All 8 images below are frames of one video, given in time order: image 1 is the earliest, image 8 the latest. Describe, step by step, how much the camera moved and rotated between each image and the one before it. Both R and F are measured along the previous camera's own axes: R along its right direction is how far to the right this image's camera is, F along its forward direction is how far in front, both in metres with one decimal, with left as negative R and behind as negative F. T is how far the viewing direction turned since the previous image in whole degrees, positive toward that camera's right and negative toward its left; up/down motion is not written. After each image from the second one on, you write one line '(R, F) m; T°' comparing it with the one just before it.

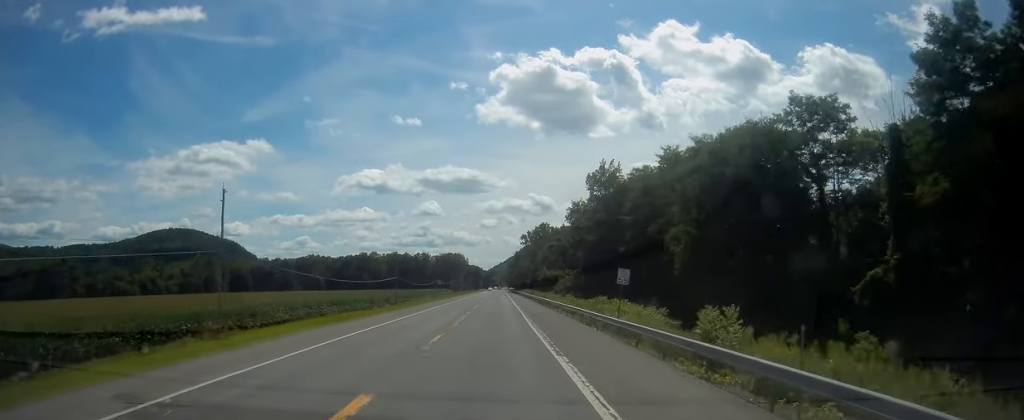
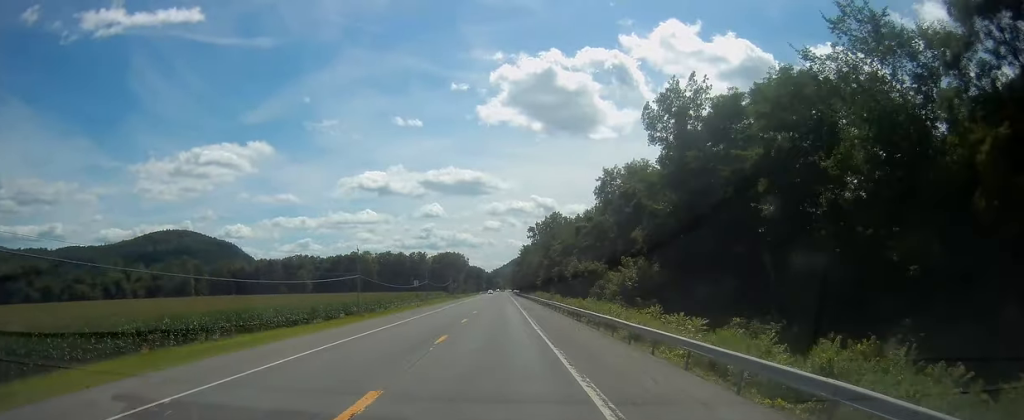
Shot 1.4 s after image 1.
(+0.2, +36.3) m; +1°
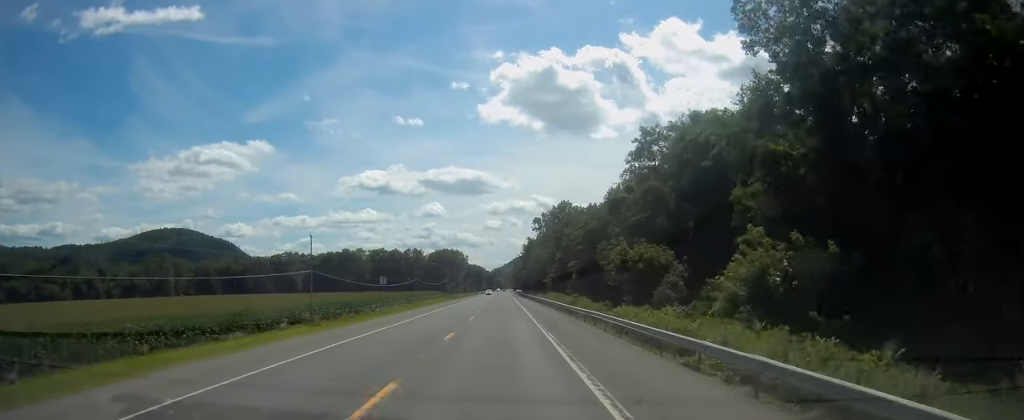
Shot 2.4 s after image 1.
(+0.1, +23.6) m; 0°
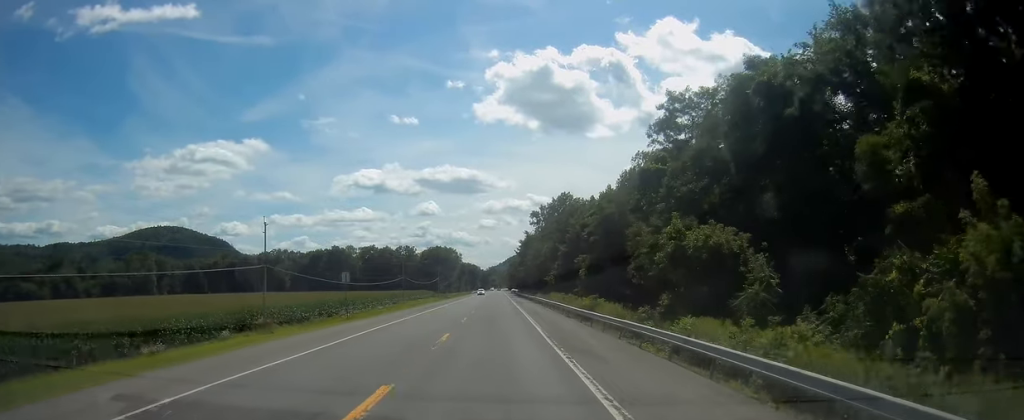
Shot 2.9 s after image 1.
(0.0, +12.7) m; 0°
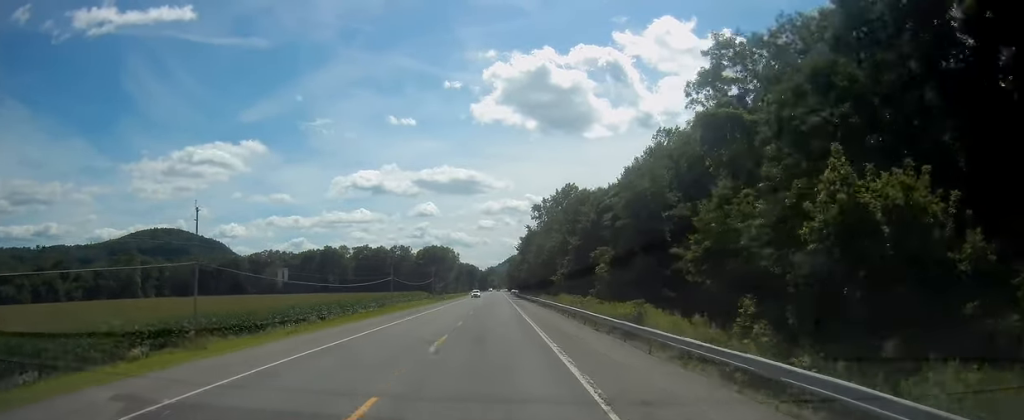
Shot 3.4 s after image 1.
(0.0, +13.5) m; 0°
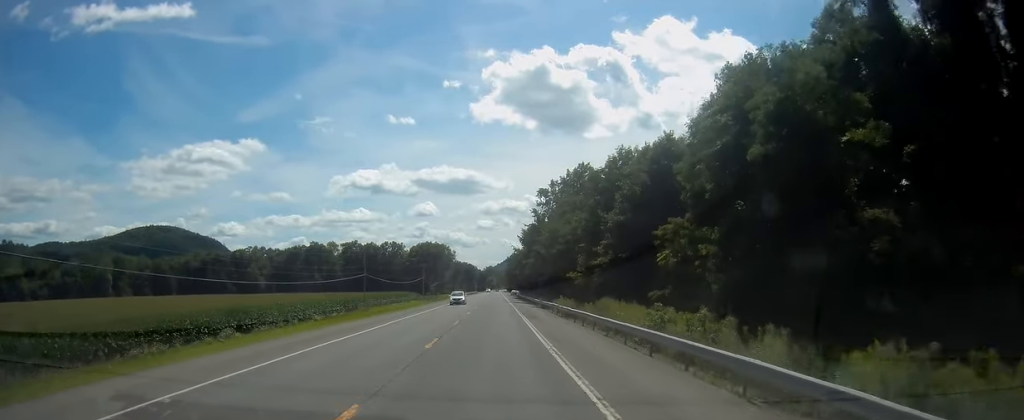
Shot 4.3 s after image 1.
(-0.1, +23.6) m; 0°
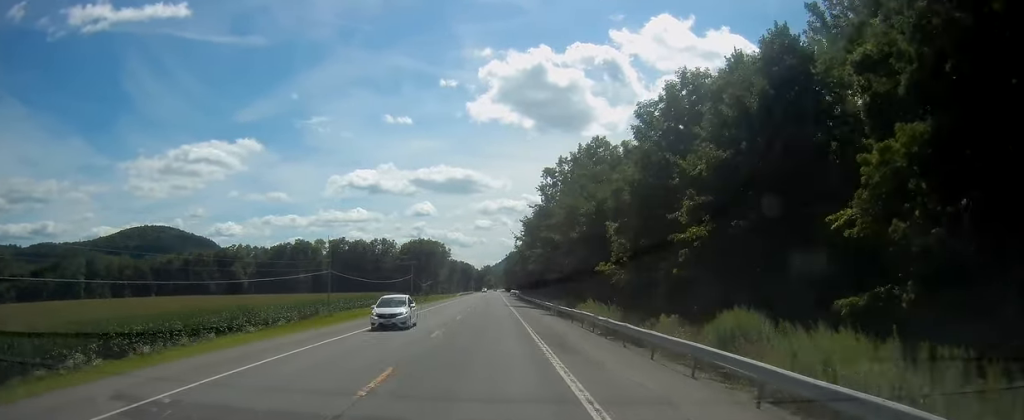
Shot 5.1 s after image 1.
(+0.1, +20.2) m; 0°
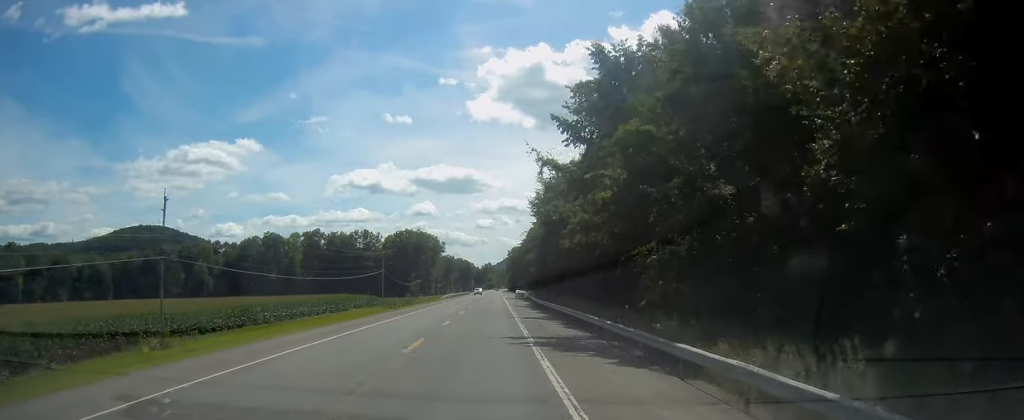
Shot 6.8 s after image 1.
(-0.2, +42.2) m; 0°
